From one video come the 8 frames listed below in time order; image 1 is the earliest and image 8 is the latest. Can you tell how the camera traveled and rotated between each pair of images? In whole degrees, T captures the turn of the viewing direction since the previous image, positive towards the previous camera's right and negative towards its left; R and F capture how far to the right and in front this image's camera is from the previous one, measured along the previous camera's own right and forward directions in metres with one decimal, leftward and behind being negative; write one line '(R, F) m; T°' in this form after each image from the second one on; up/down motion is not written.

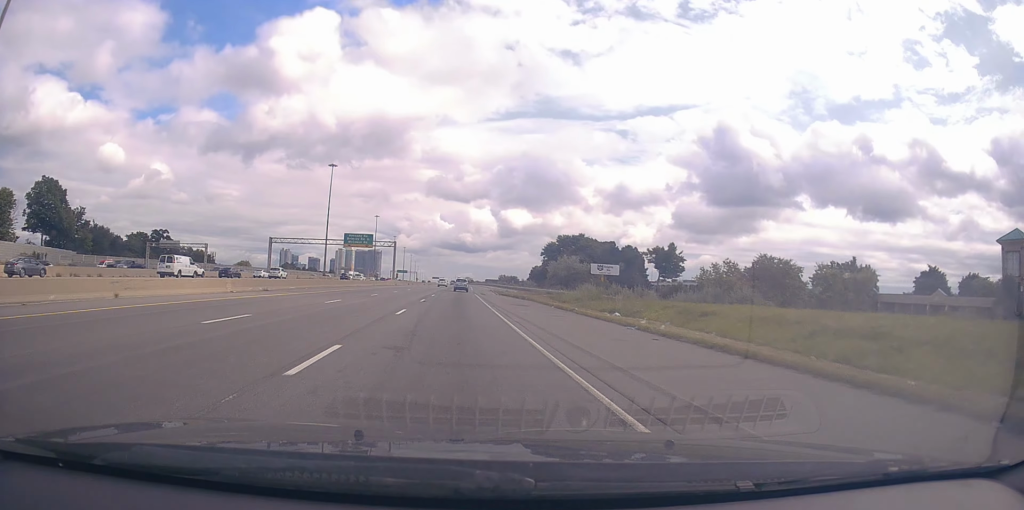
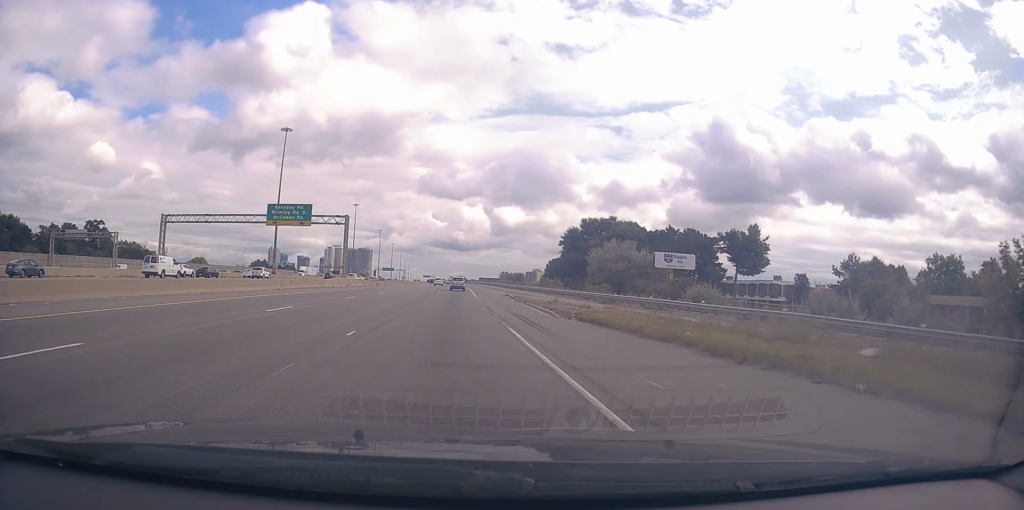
(-0.2, +44.4) m; 0°
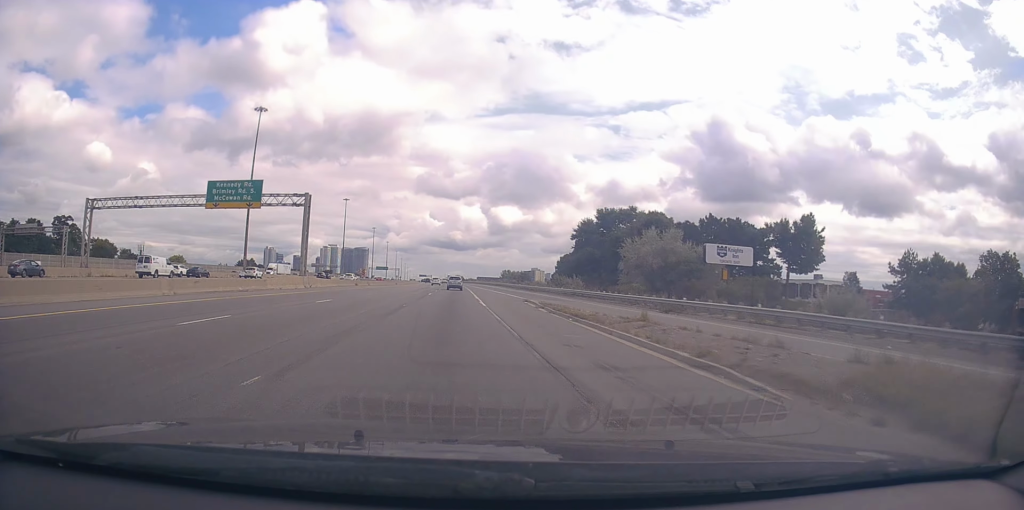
(+0.2, +18.1) m; 0°
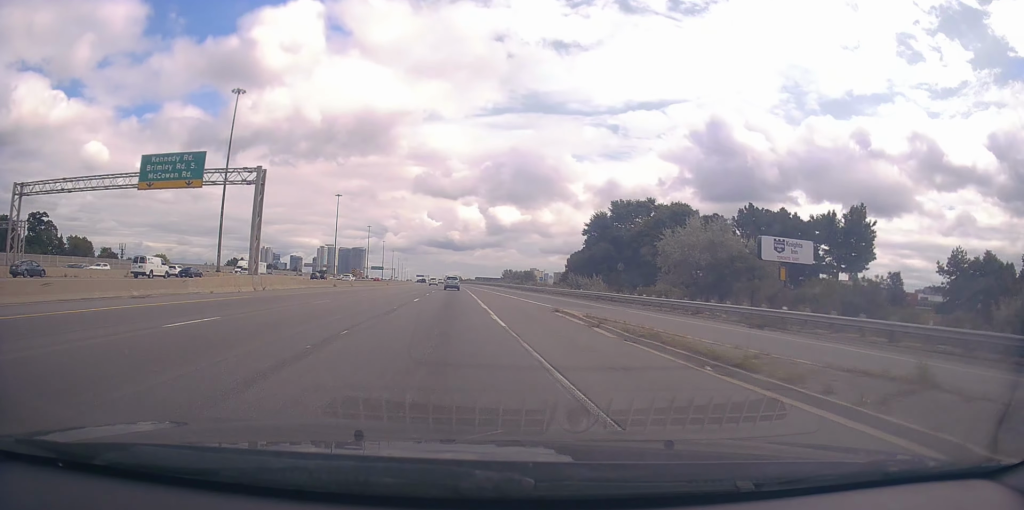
(0.0, +13.0) m; 0°
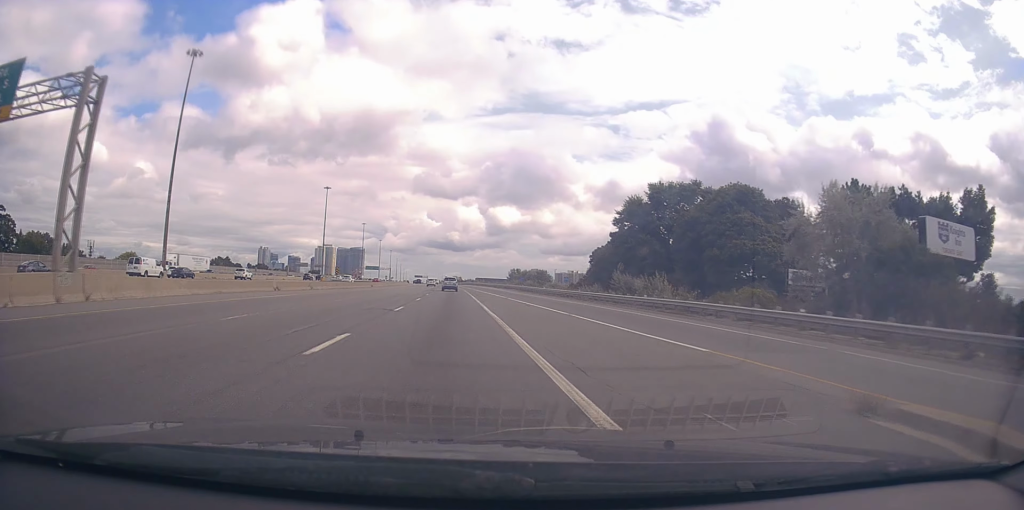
(0.0, +21.9) m; 0°
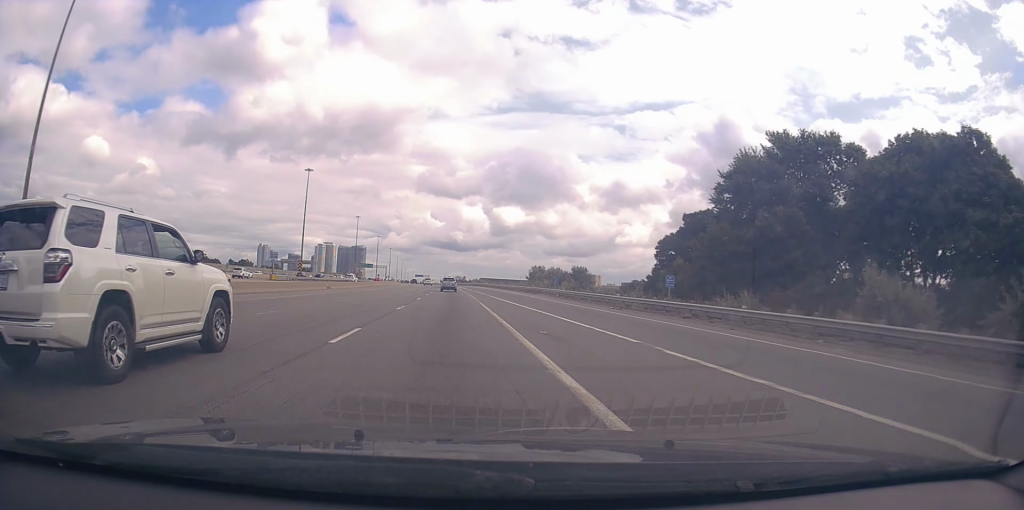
(+0.3, +35.1) m; +1°
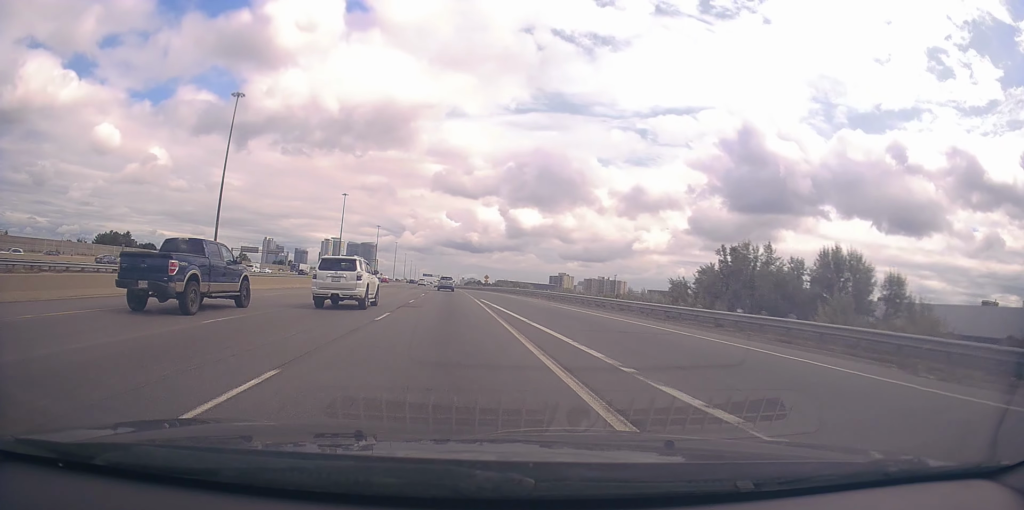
(0.0, +78.5) m; -2°
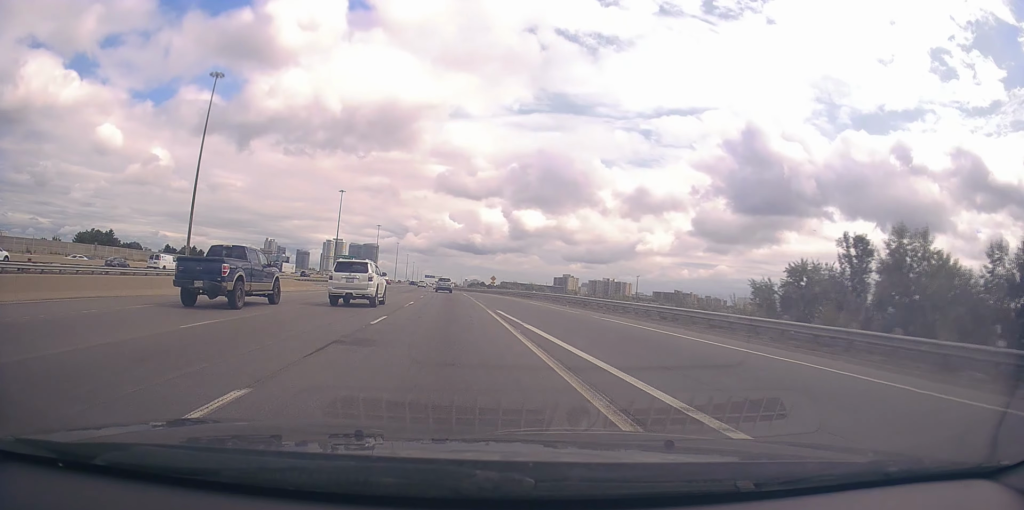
(-0.5, +13.3) m; -1°
